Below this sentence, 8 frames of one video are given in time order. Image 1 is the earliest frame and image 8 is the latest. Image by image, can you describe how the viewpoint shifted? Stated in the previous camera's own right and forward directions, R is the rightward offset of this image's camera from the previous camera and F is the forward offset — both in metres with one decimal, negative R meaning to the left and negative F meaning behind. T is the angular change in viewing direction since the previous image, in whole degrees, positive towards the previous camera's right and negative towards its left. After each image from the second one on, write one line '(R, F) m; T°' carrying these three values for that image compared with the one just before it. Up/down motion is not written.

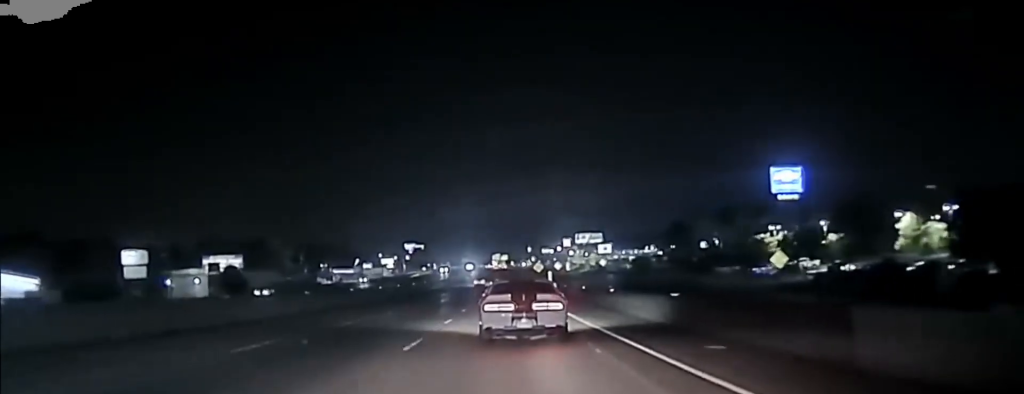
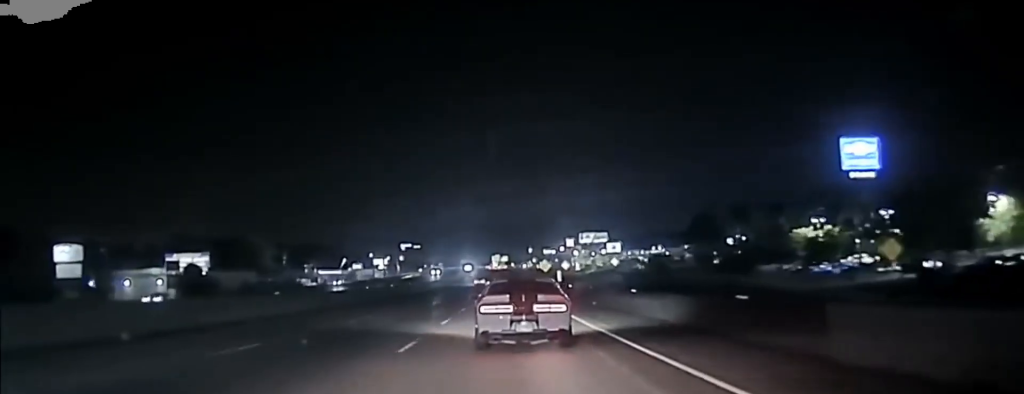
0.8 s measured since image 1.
(-0.1, +23.9) m; 0°
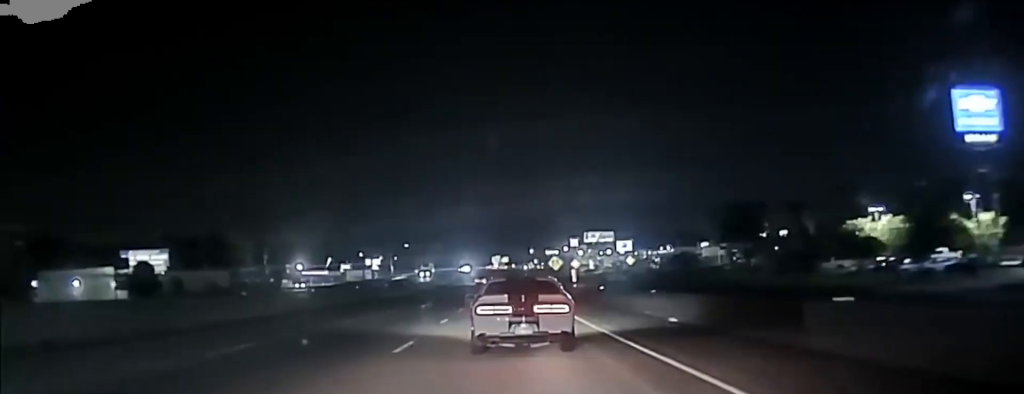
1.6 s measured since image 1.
(-0.2, +24.7) m; 0°
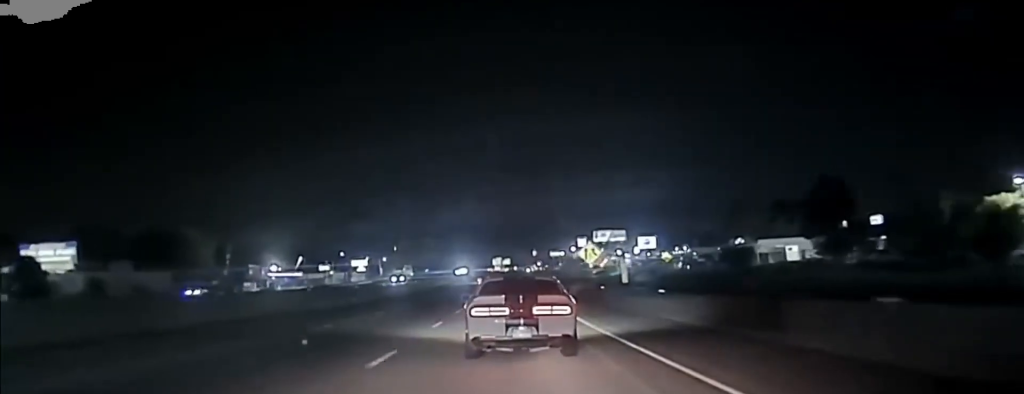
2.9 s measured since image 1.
(+0.3, +39.1) m; 0°
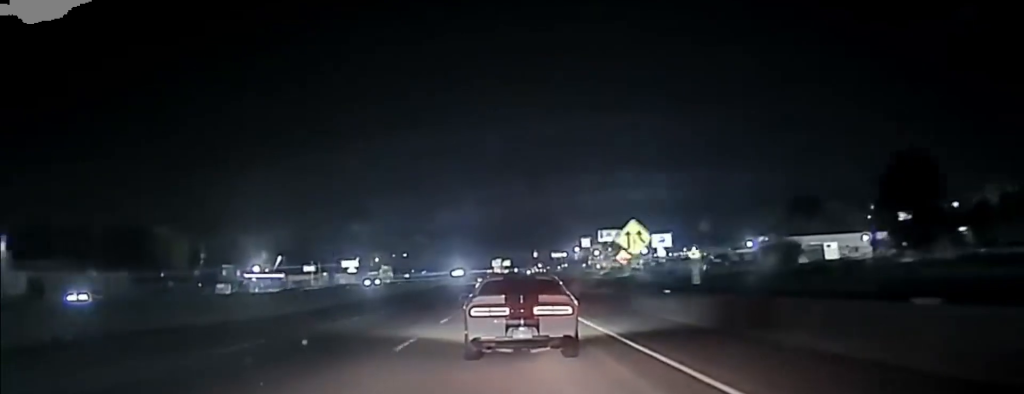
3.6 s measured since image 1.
(0.0, +20.7) m; 0°
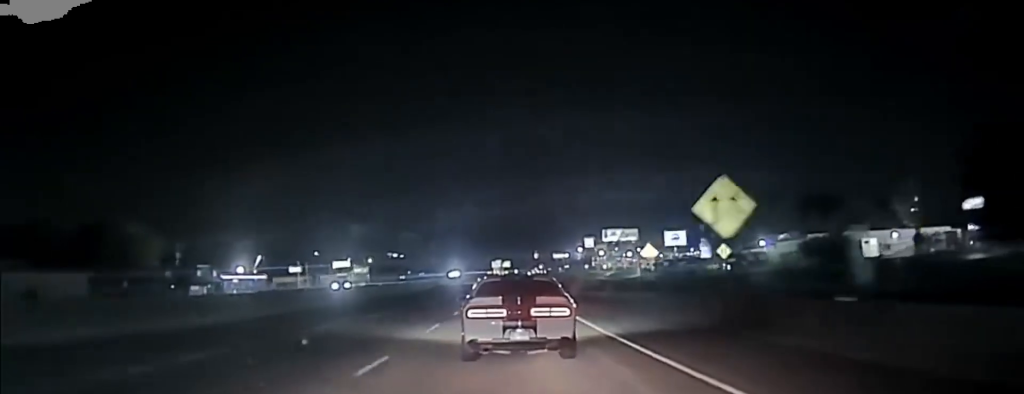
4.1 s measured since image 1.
(-0.1, +16.7) m; 0°
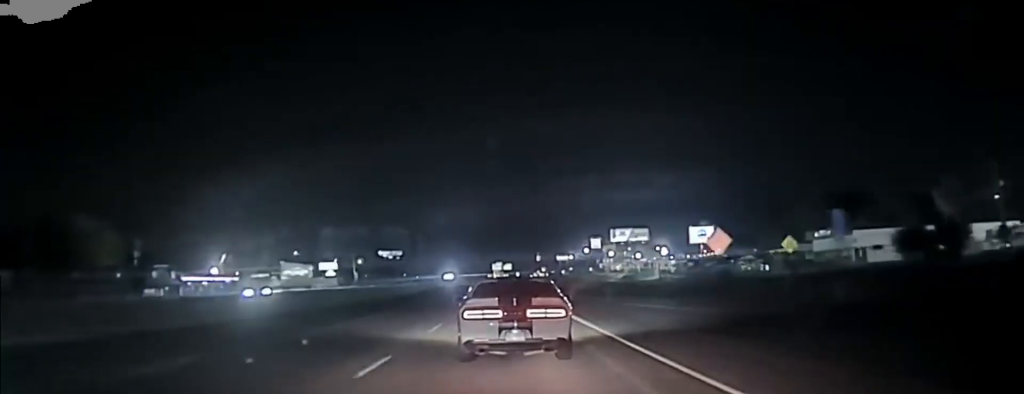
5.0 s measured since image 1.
(+0.3, +25.3) m; +1°
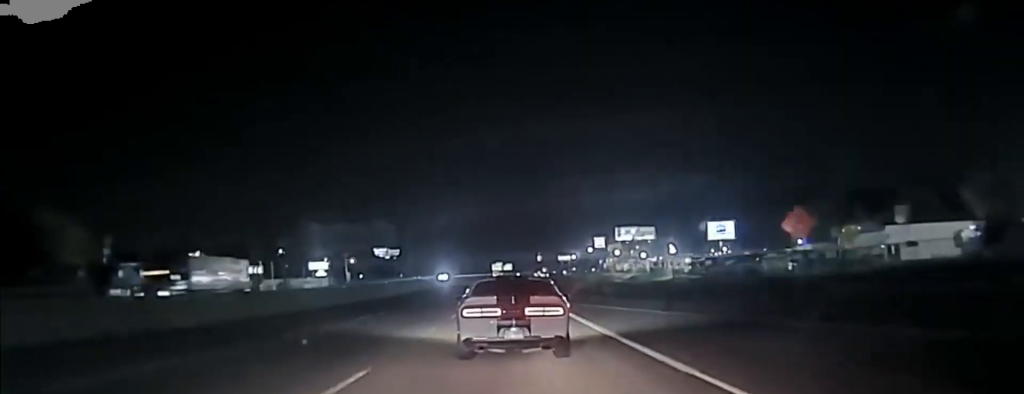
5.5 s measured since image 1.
(+0.1, +13.5) m; 0°
